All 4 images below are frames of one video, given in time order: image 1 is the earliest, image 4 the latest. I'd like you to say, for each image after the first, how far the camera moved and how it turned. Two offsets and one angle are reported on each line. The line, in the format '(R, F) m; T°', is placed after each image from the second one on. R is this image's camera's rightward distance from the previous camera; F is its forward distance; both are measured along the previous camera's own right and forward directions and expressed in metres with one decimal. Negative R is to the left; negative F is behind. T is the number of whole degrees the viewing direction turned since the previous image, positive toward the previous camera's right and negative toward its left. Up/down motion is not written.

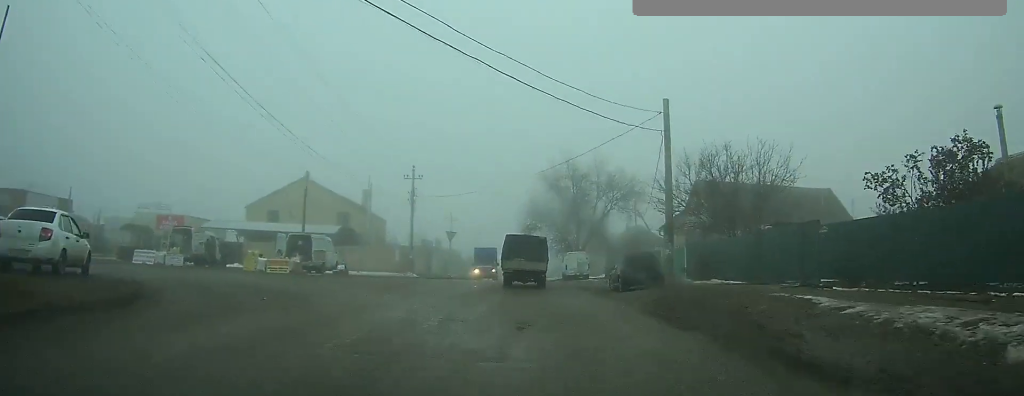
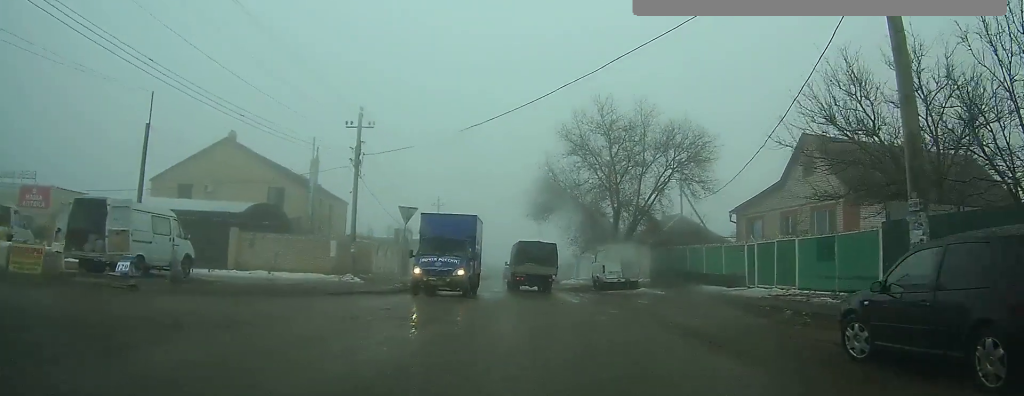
(-0.3, +18.8) m; -2°
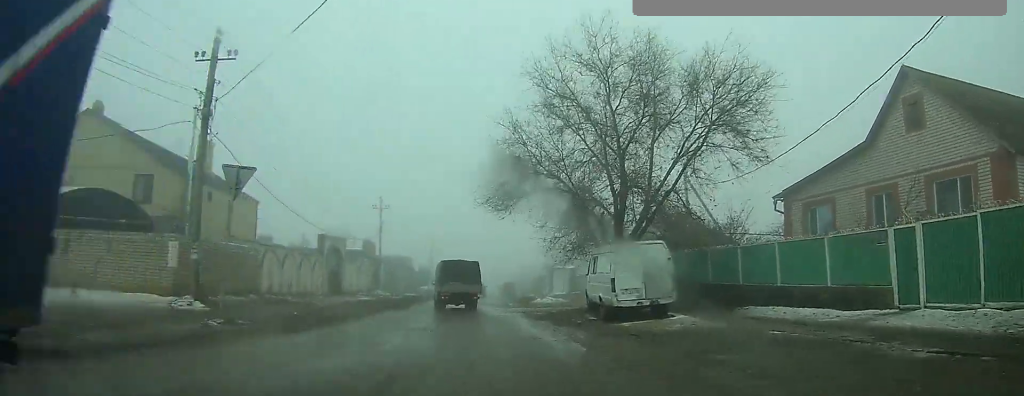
(-0.1, +12.1) m; -1°
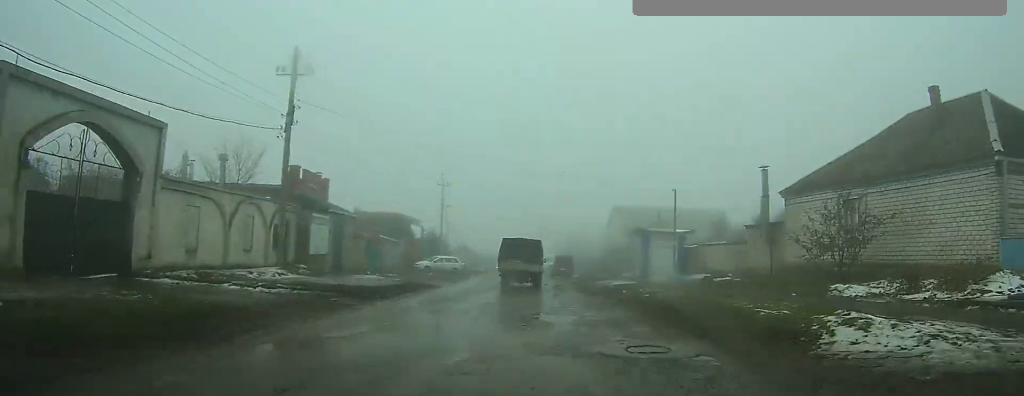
(-0.2, +25.1) m; 0°
